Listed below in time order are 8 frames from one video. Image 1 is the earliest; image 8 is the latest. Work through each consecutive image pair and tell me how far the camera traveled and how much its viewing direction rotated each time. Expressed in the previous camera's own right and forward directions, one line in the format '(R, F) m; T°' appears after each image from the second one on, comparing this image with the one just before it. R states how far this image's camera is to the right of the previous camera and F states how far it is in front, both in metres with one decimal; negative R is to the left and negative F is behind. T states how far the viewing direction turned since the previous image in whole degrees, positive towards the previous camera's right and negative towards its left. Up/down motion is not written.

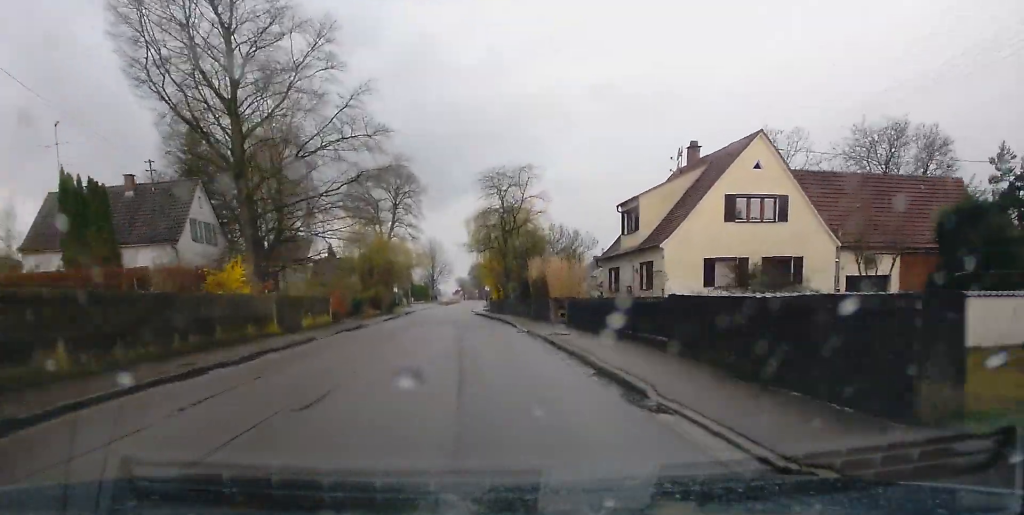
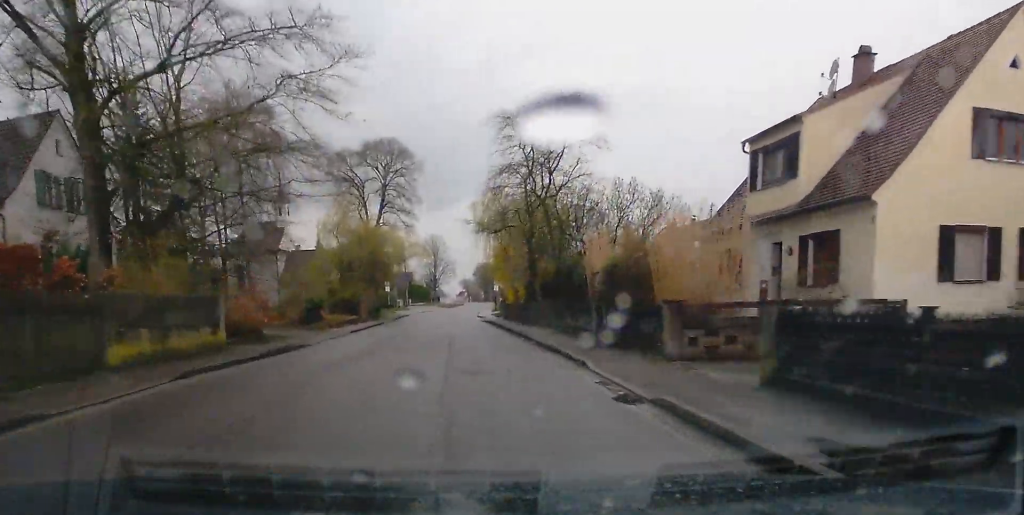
(+0.1, +17.2) m; 0°
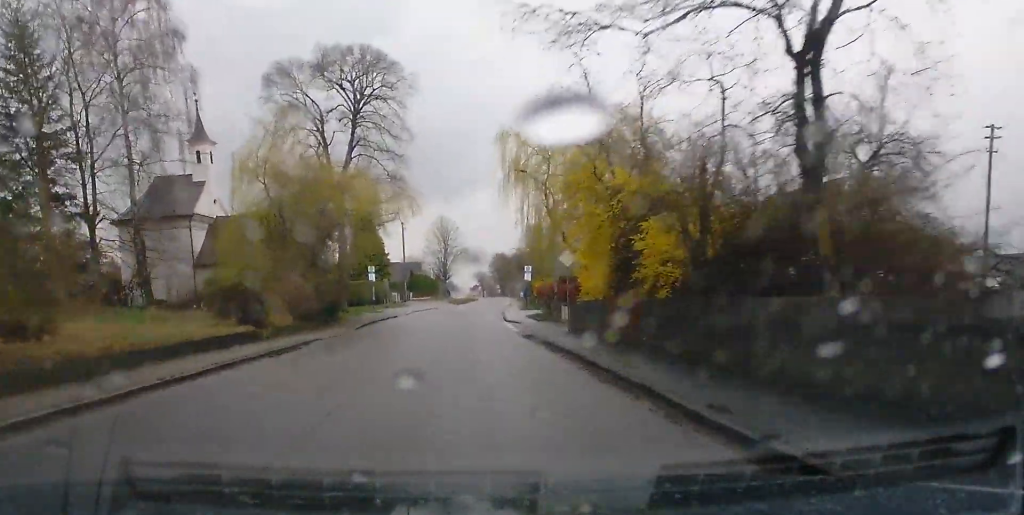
(-0.3, +27.9) m; 0°
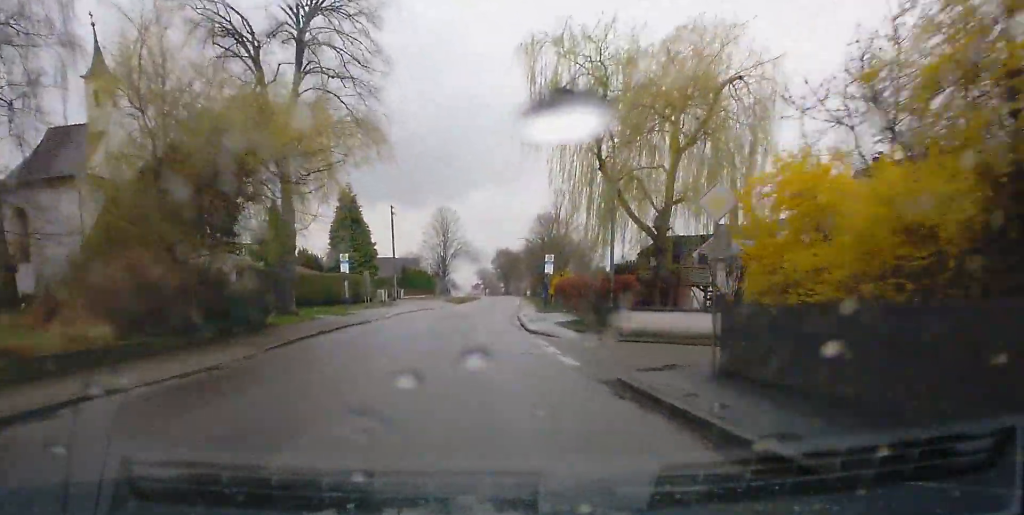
(-0.2, +15.2) m; +1°
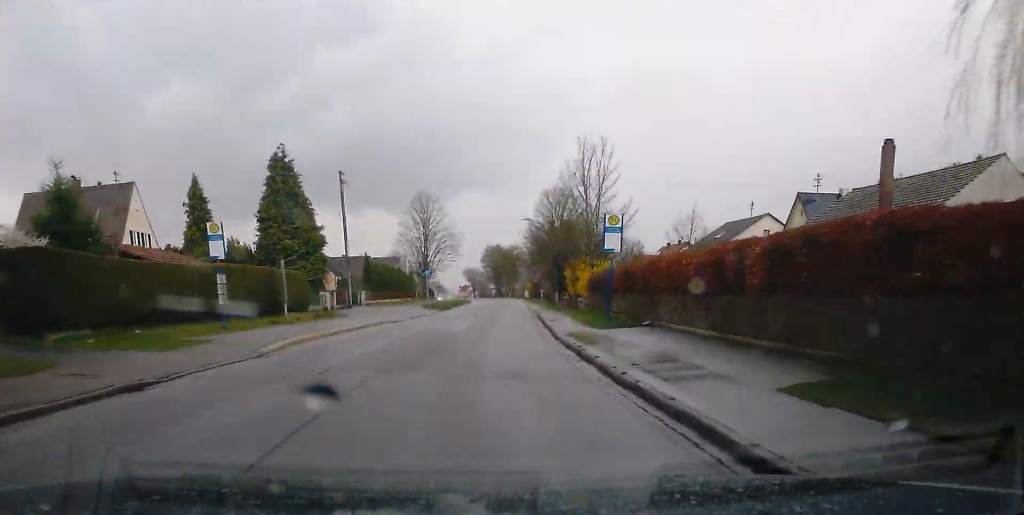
(+0.5, +24.3) m; +2°
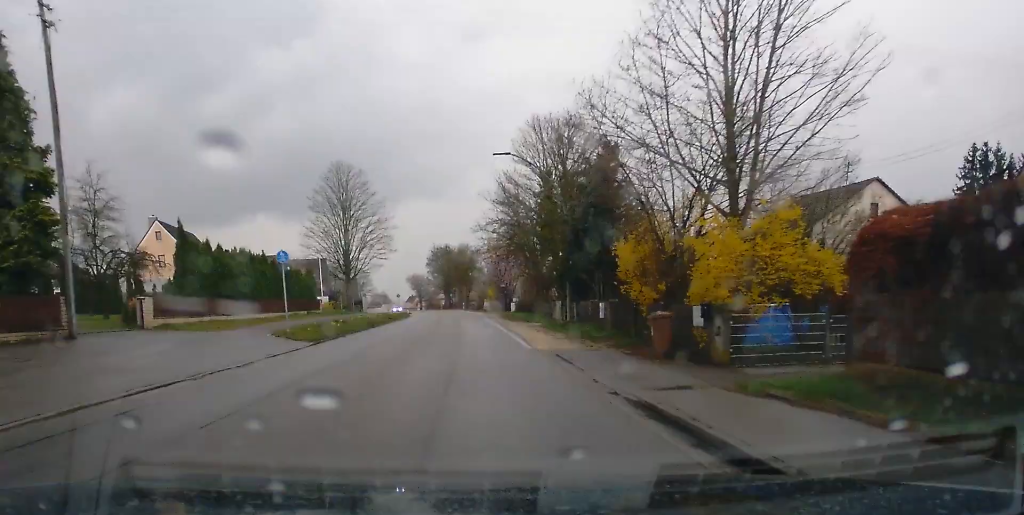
(+1.1, +34.9) m; +1°
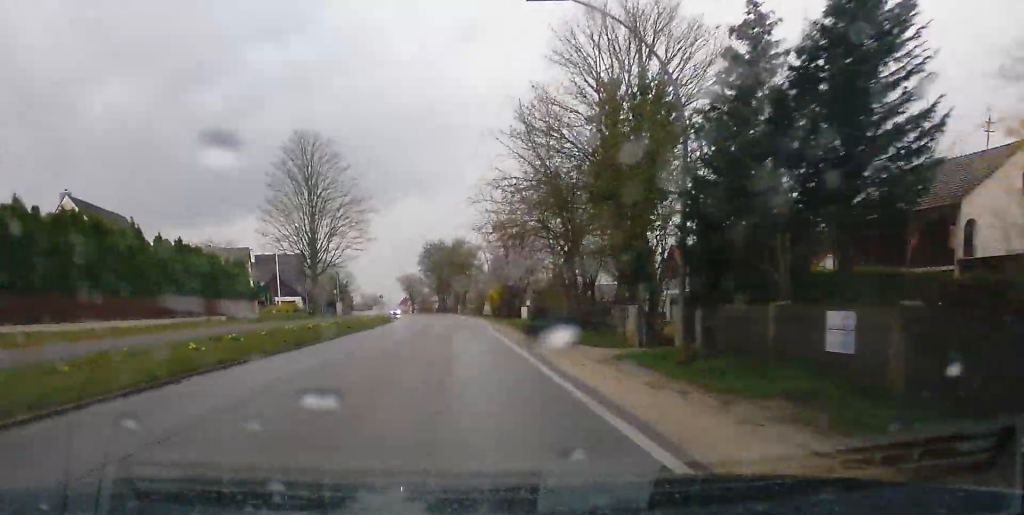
(-0.2, +18.3) m; 0°
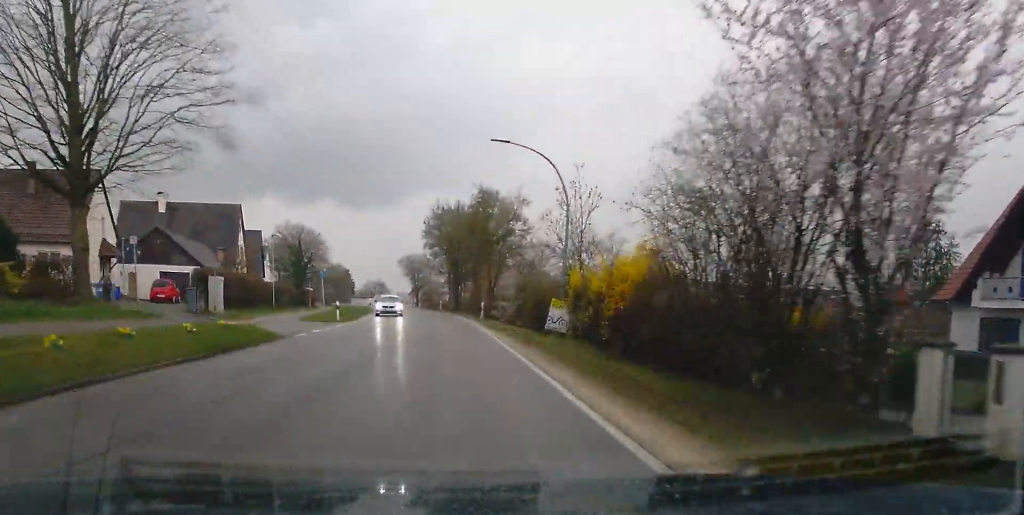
(+0.1, +46.2) m; -1°
